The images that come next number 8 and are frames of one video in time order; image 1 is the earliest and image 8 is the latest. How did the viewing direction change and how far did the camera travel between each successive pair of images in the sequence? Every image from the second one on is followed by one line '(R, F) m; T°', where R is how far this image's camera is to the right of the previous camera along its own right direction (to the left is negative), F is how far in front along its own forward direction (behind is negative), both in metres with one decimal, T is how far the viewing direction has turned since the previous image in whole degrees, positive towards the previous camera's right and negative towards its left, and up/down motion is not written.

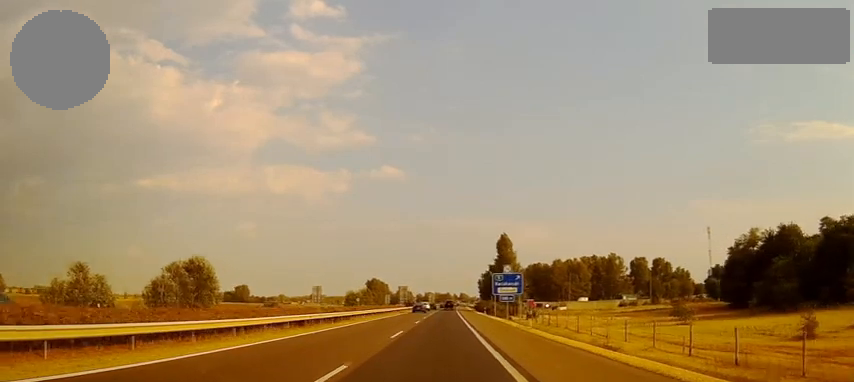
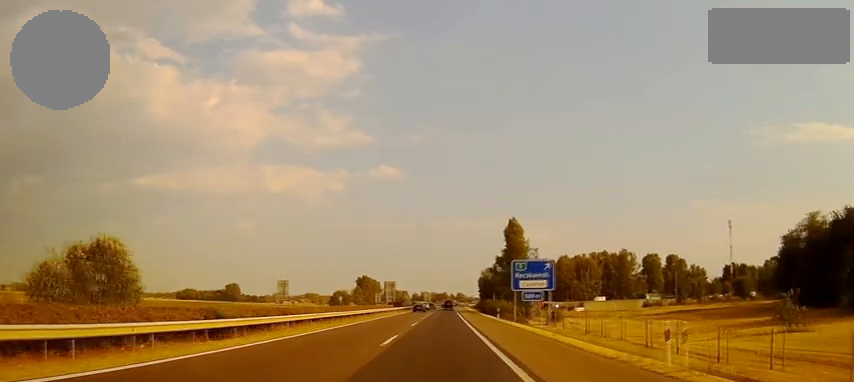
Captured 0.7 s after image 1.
(0.0, +23.7) m; 0°
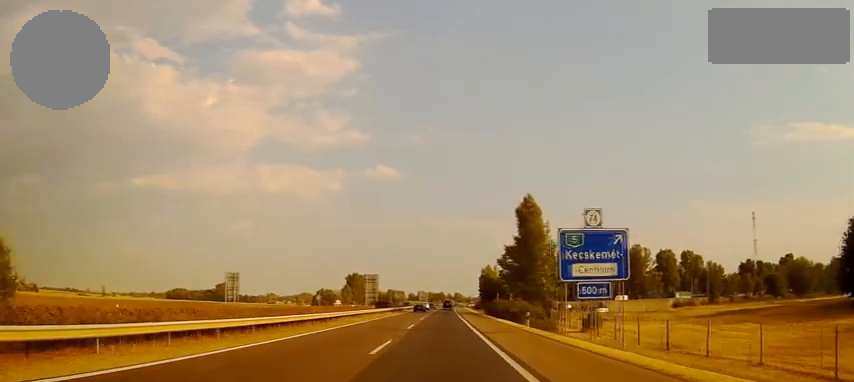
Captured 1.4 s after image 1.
(0.0, +22.3) m; 0°
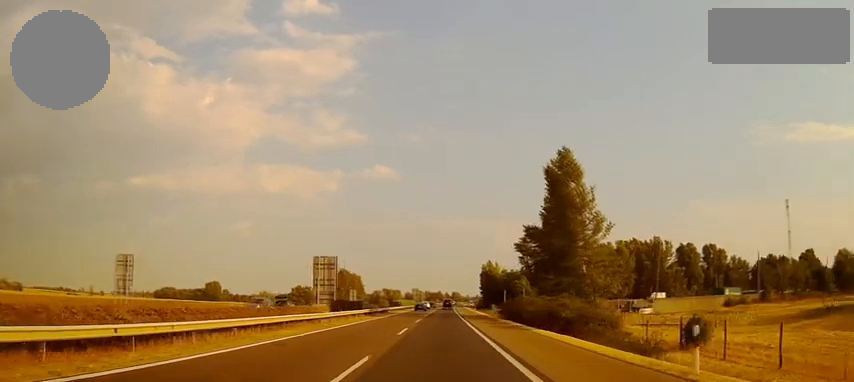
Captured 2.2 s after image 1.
(+0.1, +26.3) m; 0°
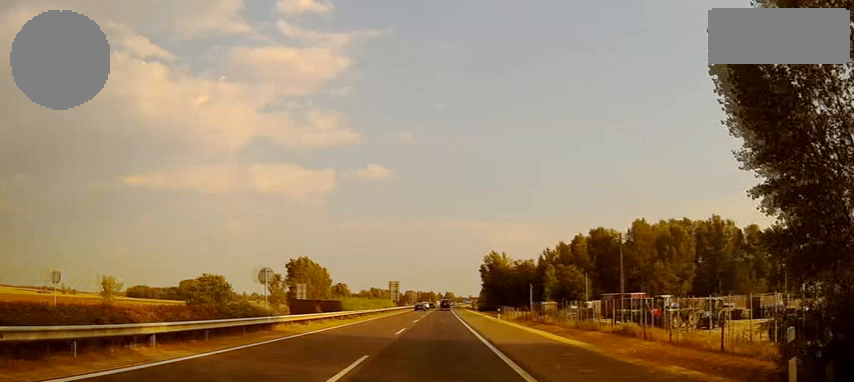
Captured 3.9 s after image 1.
(+0.2, +55.1) m; +1°
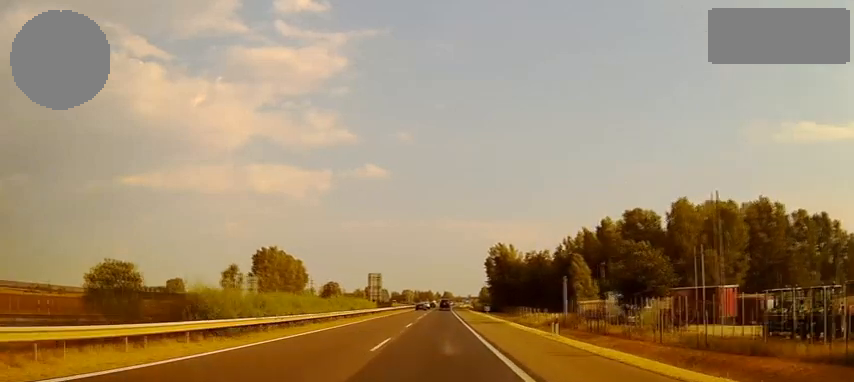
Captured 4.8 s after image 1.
(+0.1, +28.7) m; 0°
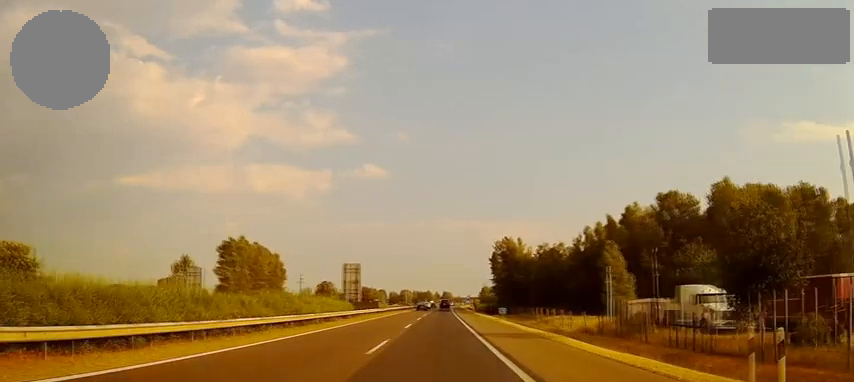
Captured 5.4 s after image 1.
(0.0, +19.5) m; 0°
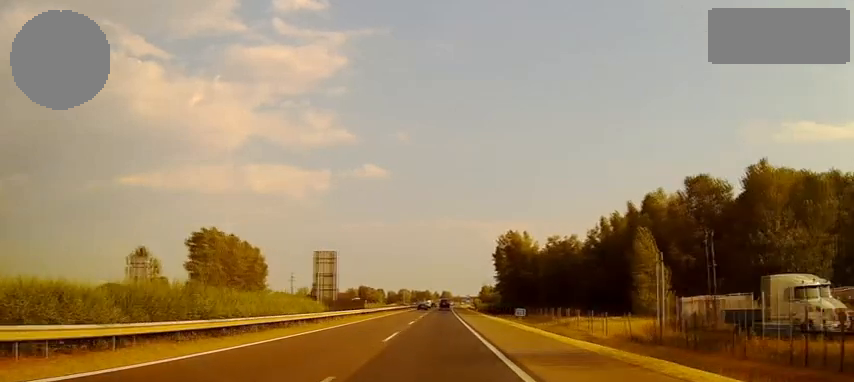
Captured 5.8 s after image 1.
(0.0, +13.0) m; 0°
